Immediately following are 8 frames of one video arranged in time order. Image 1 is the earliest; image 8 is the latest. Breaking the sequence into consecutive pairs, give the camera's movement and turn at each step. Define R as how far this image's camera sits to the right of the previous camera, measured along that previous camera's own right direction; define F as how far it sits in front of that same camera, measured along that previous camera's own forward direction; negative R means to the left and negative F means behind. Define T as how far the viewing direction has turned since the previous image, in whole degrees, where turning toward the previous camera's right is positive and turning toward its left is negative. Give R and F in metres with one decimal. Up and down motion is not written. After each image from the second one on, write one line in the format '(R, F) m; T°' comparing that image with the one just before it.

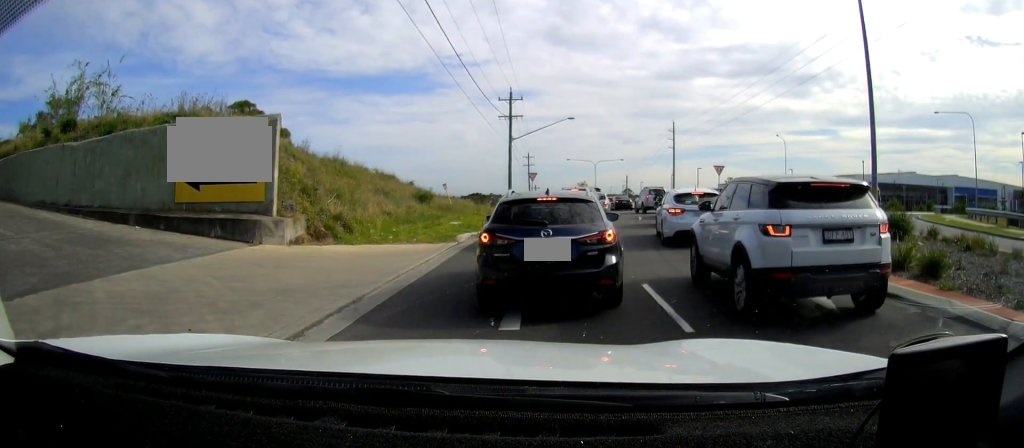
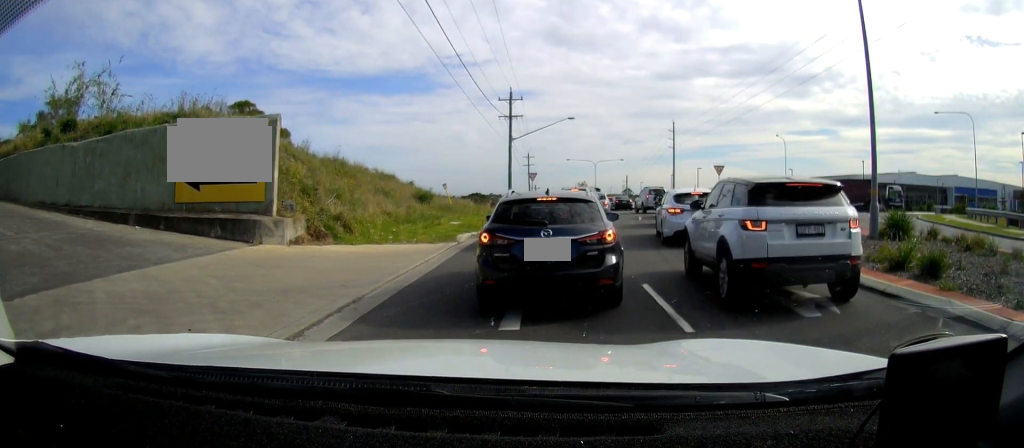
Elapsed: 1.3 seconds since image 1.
(0.0, 0.0) m; 0°
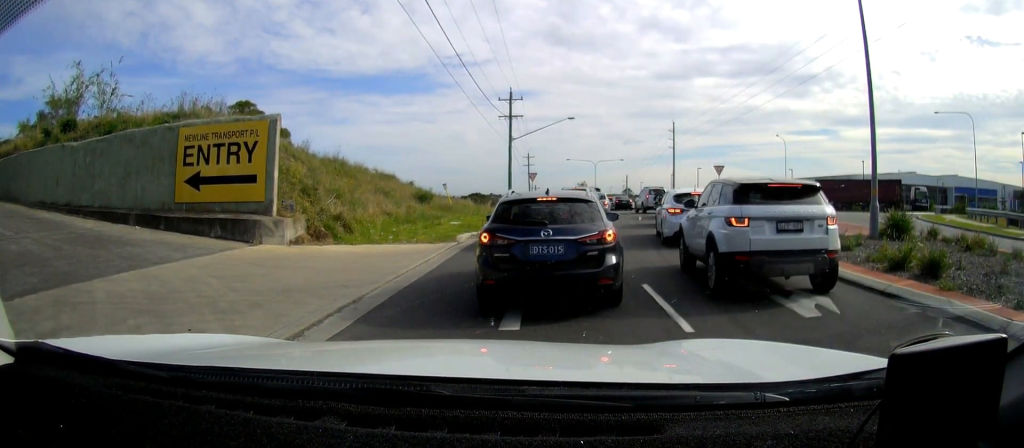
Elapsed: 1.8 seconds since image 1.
(0.0, 0.0) m; 0°
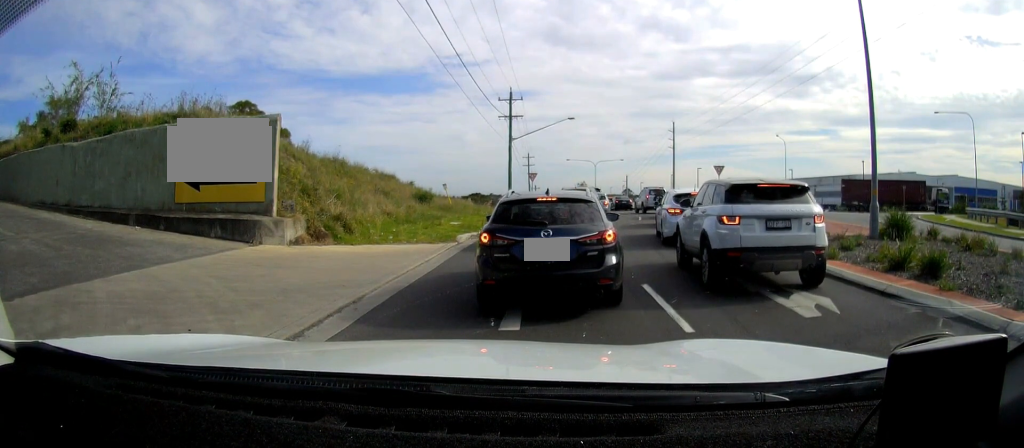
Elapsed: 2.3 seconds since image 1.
(0.0, 0.0) m; 0°
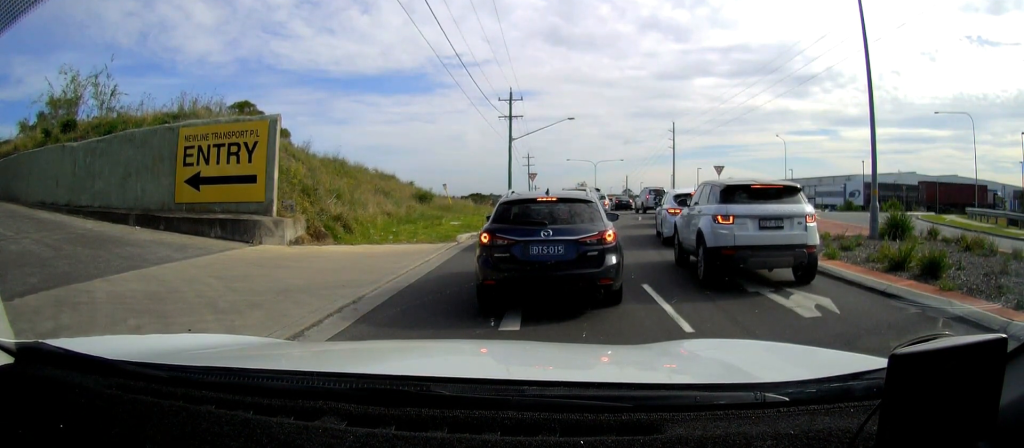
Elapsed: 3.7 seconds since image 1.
(0.0, 0.0) m; 0°
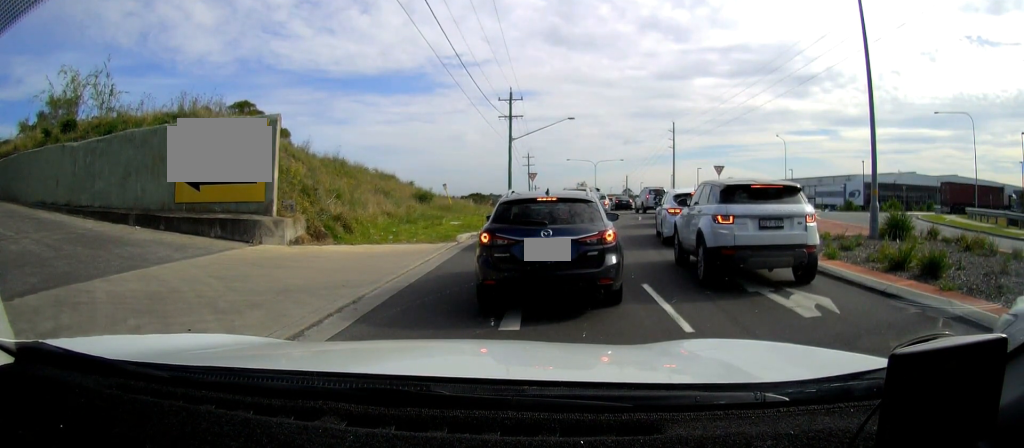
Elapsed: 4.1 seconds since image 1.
(0.0, 0.0) m; 0°
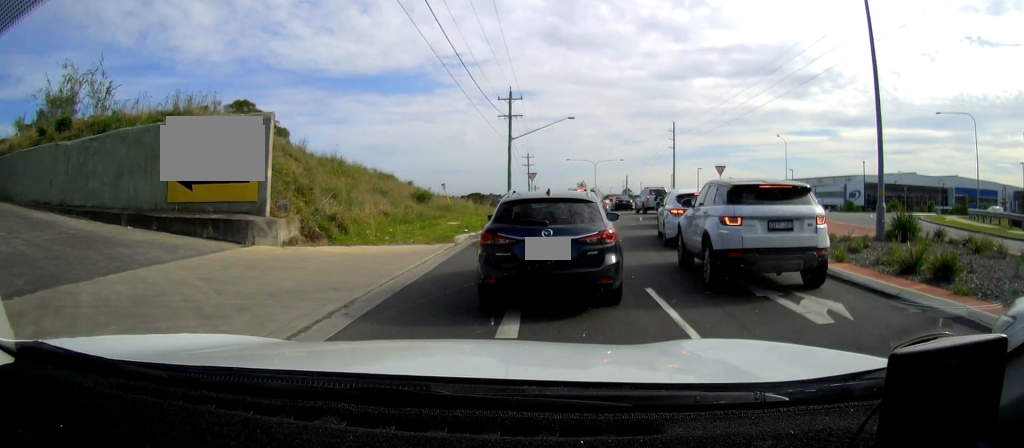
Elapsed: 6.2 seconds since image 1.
(0.0, +0.3) m; 0°
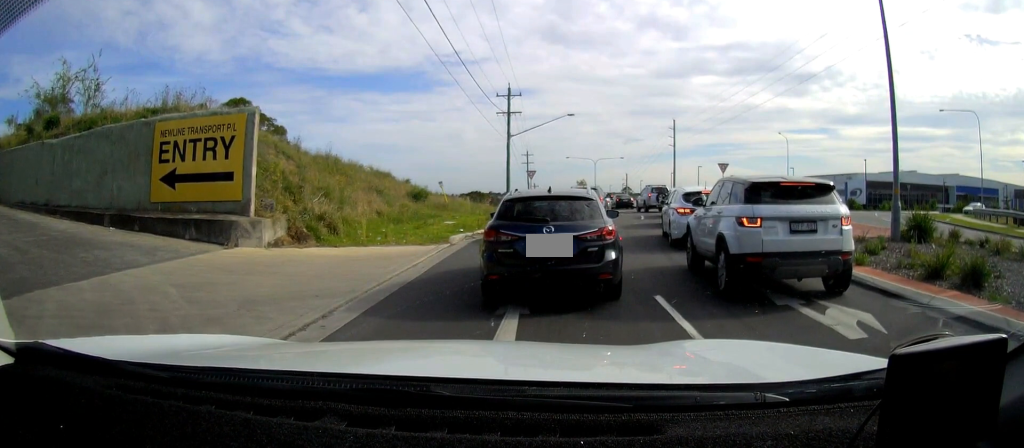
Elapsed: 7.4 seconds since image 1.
(-0.1, +0.4) m; 0°
